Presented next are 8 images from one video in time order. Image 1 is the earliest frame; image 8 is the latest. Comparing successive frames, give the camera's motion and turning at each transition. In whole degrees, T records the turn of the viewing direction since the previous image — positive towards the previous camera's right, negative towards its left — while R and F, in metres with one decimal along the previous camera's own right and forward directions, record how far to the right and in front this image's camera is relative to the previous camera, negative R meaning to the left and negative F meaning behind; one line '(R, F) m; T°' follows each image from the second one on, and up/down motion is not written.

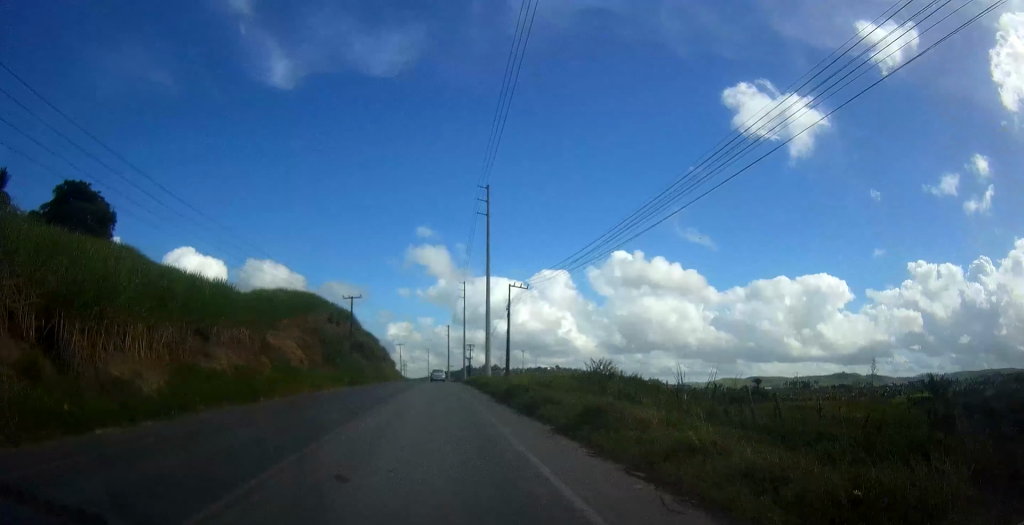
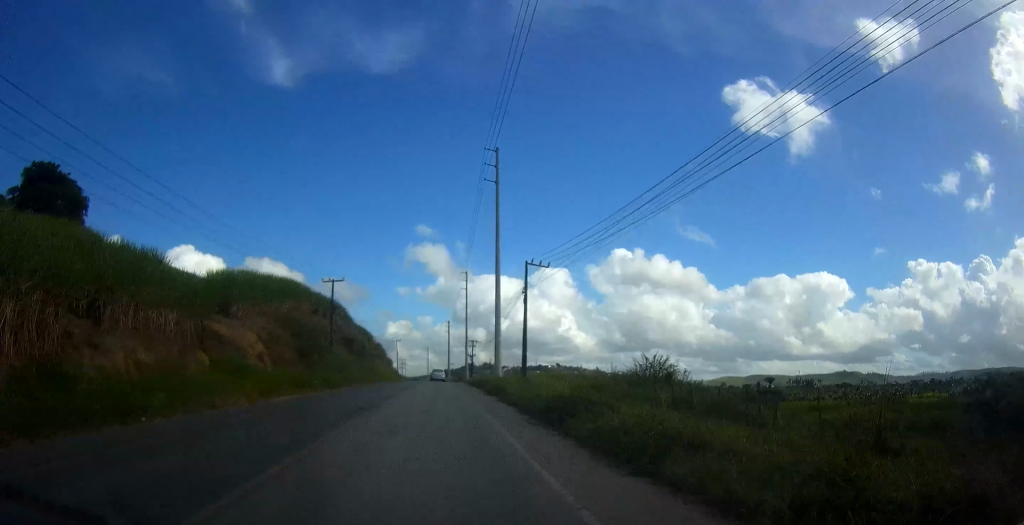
(+0.3, +10.5) m; -1°
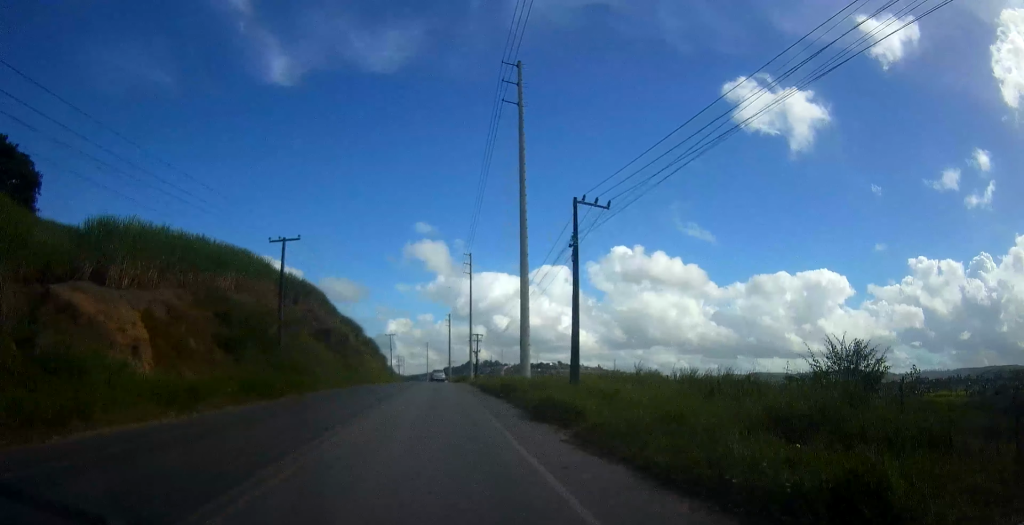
(-0.3, +15.6) m; -1°
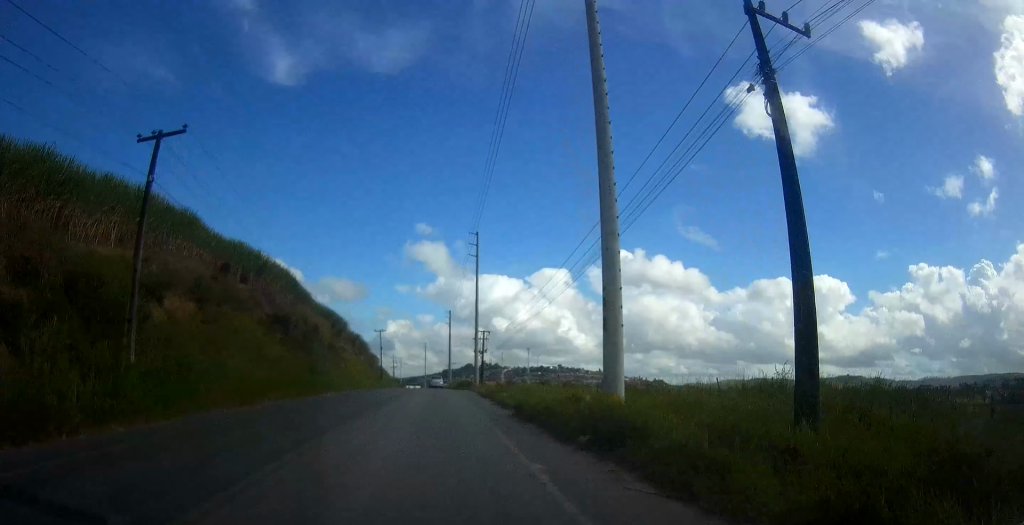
(-0.1, +16.6) m; +1°
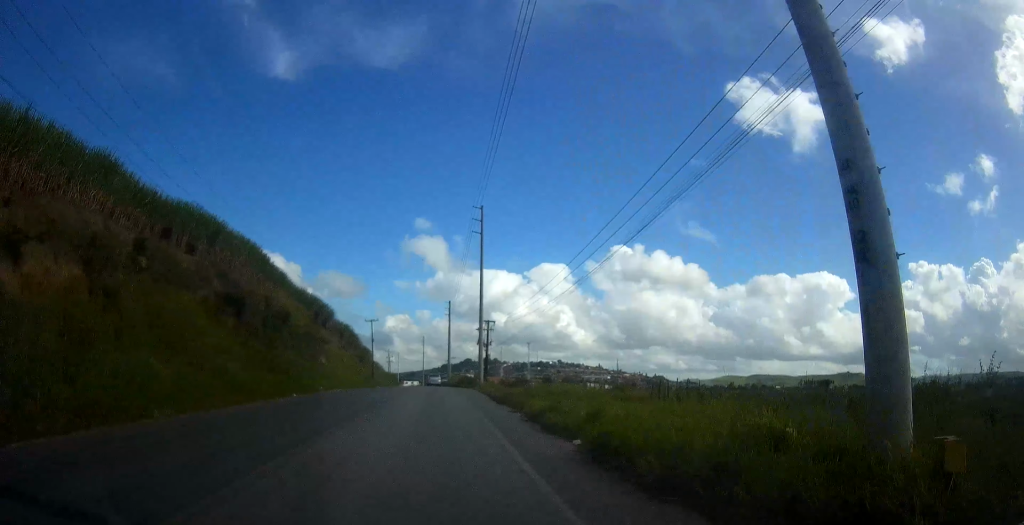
(+0.5, +10.3) m; +1°
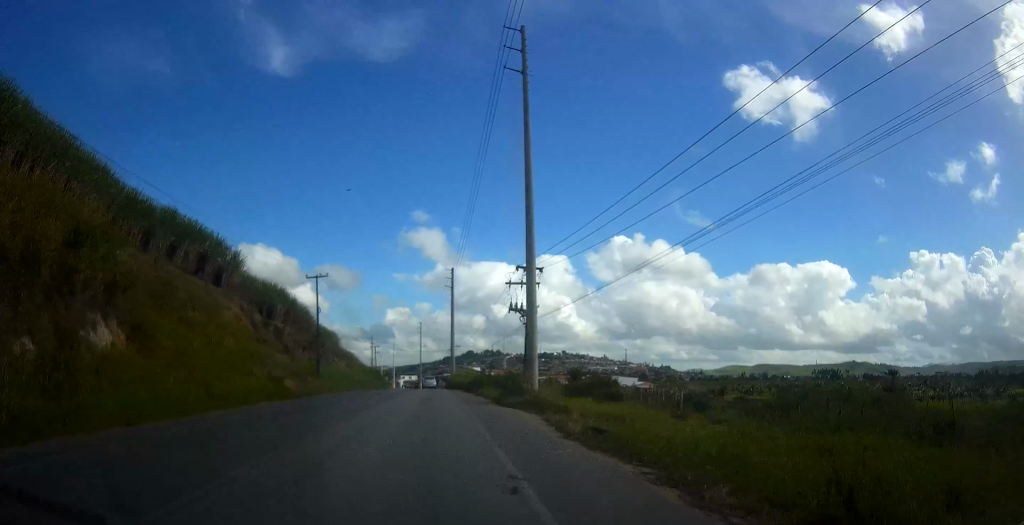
(+0.1, +37.1) m; 0°
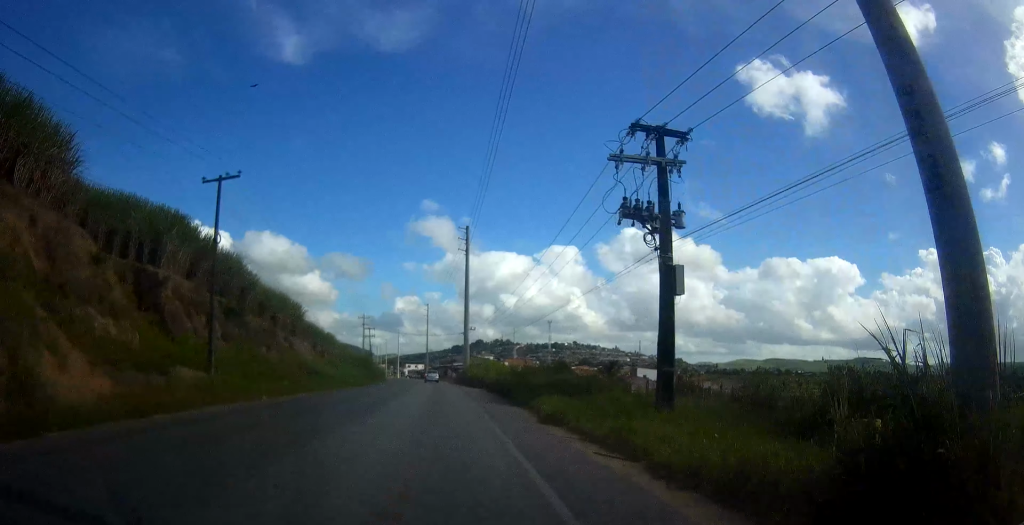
(-0.6, +24.4) m; -2°
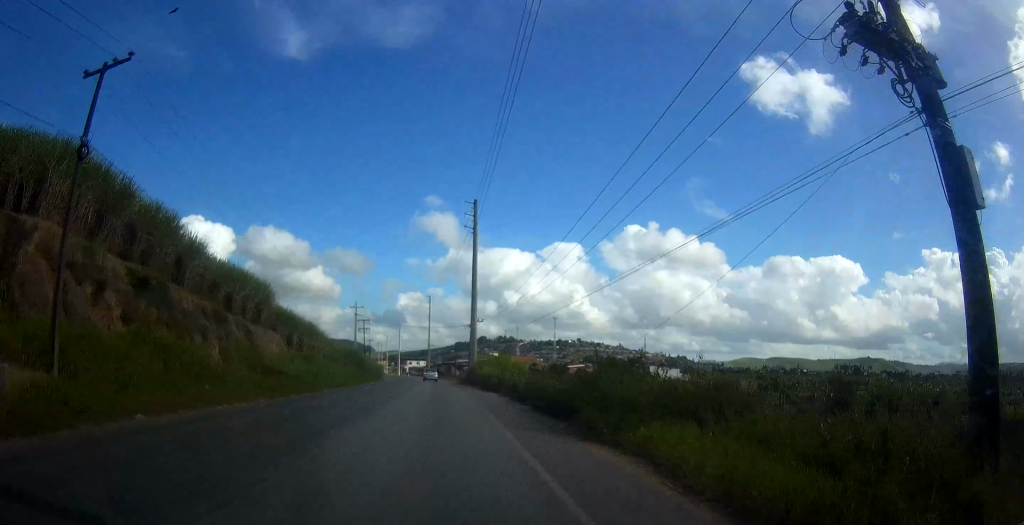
(0.0, +11.5) m; 0°
